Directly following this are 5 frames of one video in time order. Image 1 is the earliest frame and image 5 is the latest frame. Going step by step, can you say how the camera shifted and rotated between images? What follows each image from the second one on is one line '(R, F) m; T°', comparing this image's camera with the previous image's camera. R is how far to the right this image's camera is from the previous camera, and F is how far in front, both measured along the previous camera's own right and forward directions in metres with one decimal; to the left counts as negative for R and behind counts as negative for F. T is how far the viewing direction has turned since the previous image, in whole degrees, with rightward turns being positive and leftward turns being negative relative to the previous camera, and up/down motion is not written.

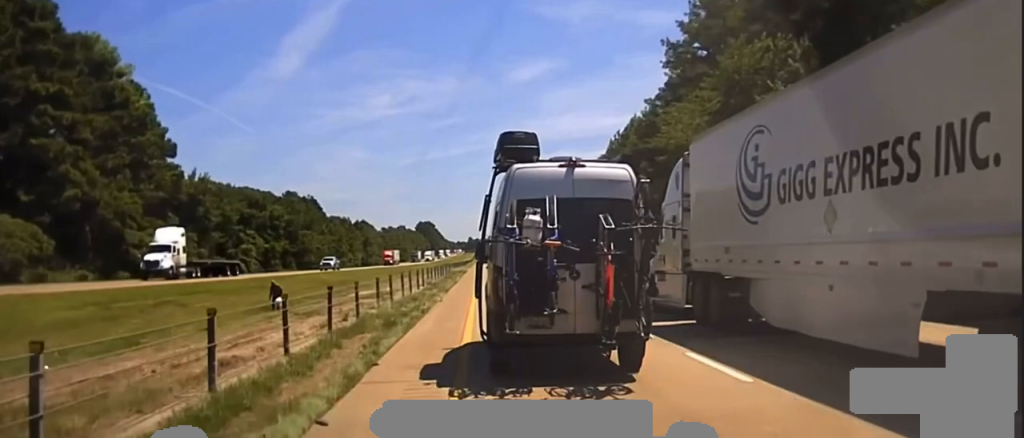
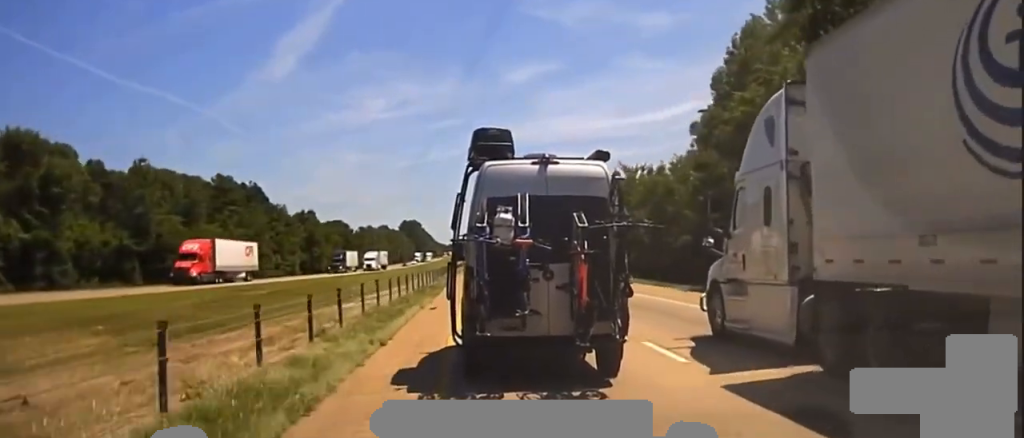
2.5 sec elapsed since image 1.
(-1.0, +94.8) m; 0°
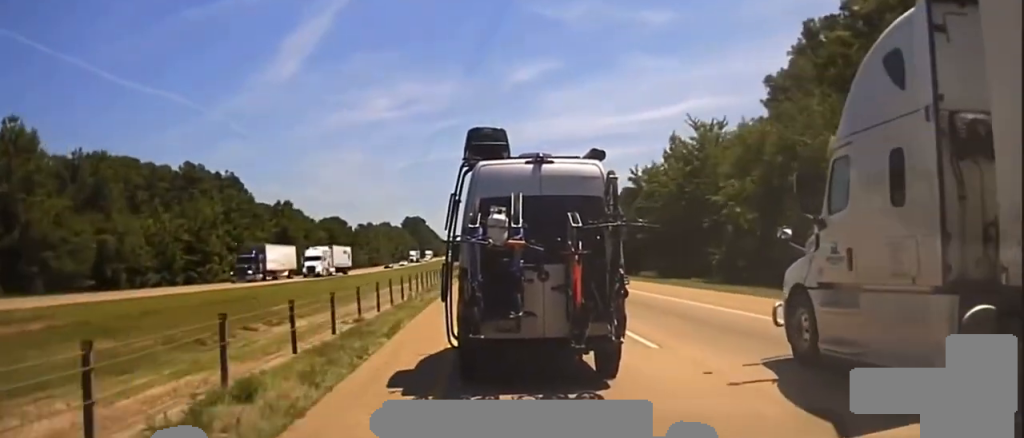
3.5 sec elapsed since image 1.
(+0.1, +35.5) m; 0°
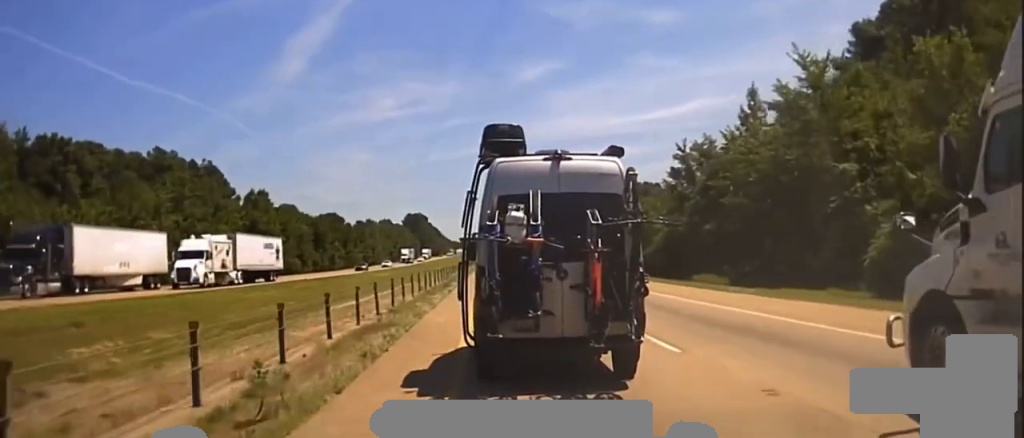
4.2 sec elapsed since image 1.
(-0.1, +25.0) m; 0°
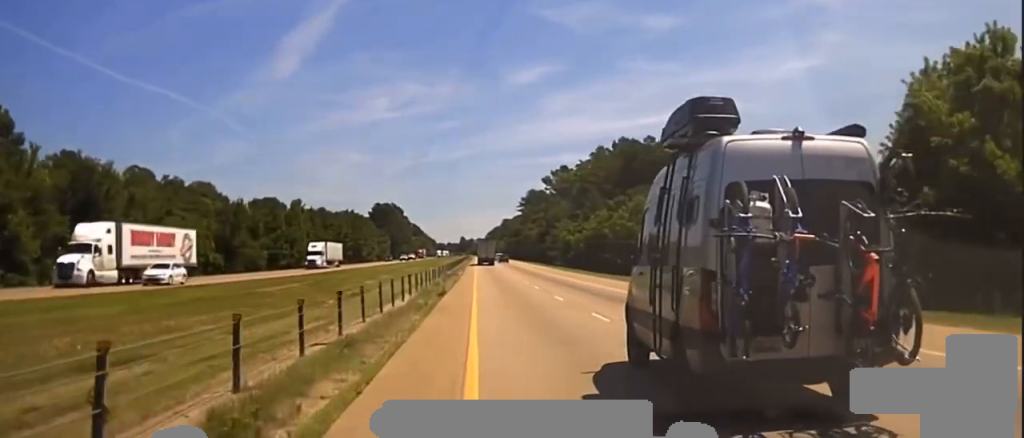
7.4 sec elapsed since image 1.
(+0.1, +105.4) m; +1°
